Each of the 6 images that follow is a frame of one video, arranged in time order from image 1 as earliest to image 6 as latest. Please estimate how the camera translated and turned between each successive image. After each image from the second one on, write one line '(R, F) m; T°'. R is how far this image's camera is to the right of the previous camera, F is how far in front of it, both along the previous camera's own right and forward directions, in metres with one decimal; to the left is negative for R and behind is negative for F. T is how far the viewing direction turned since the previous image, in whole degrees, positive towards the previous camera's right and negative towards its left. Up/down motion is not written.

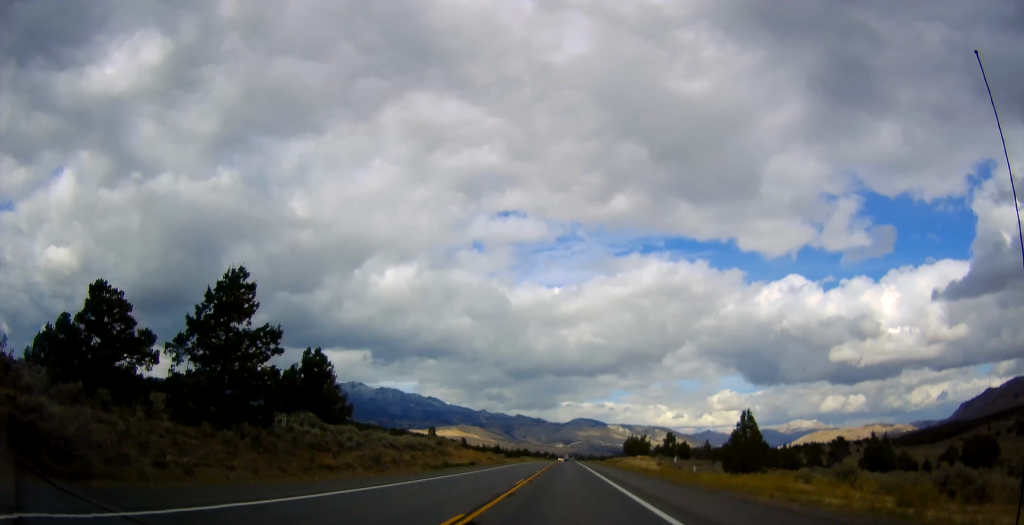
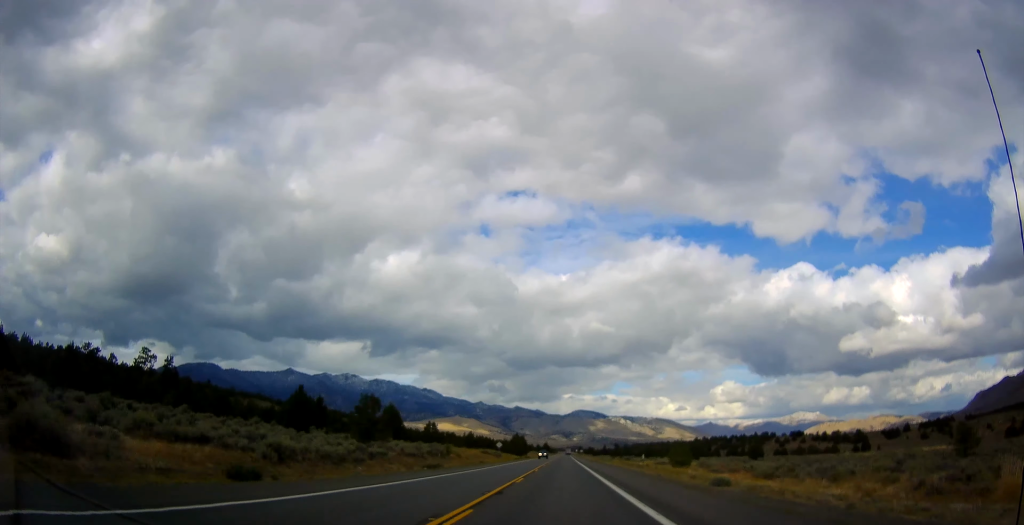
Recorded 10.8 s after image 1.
(+0.8, +306.9) m; 0°
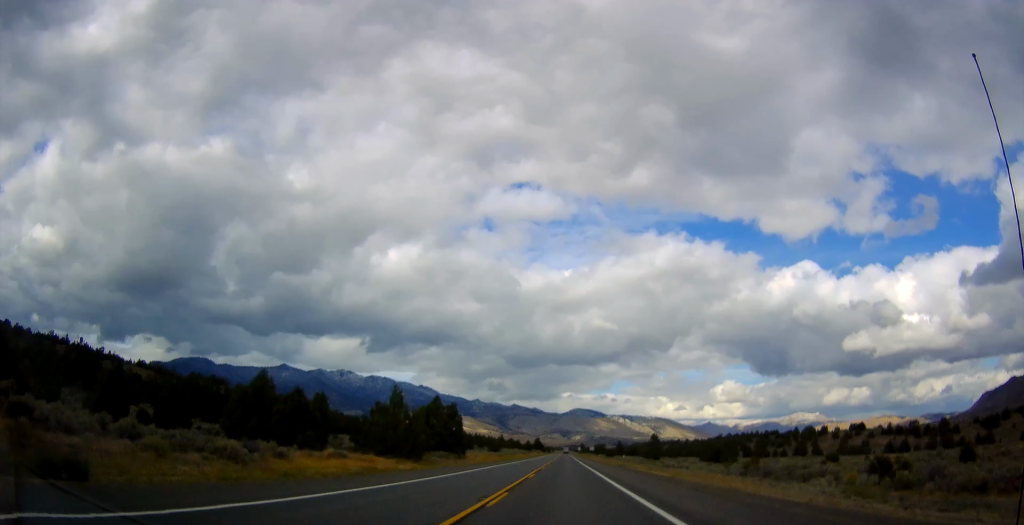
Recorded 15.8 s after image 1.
(+0.1, +142.0) m; 0°
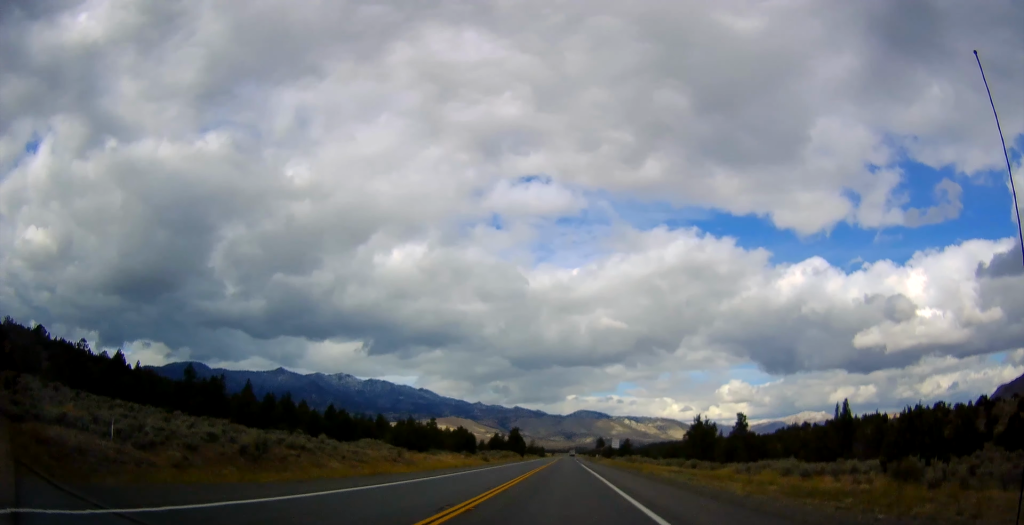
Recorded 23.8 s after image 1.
(-0.1, +226.9) m; 0°
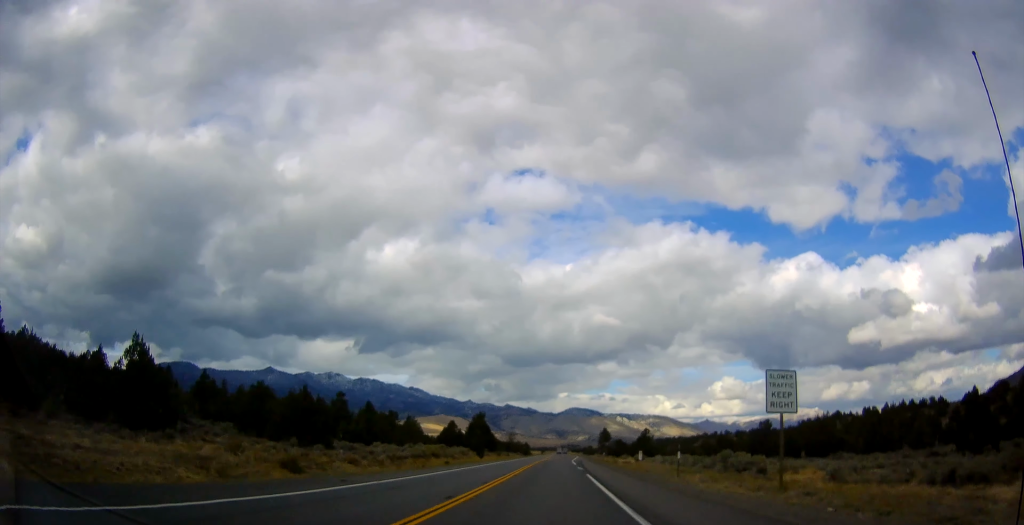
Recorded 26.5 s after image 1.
(0.0, +77.7) m; 0°
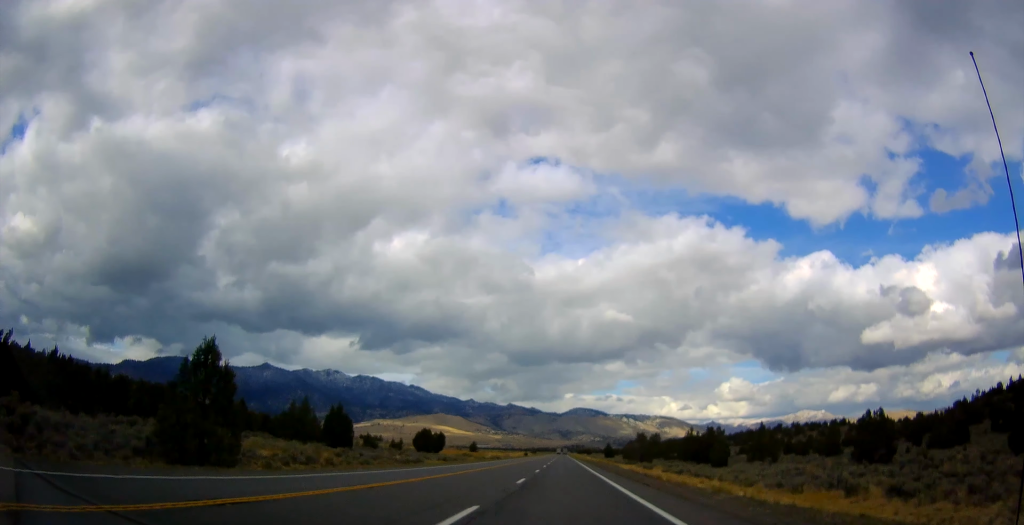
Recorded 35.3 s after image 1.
(0.0, +247.1) m; 0°
